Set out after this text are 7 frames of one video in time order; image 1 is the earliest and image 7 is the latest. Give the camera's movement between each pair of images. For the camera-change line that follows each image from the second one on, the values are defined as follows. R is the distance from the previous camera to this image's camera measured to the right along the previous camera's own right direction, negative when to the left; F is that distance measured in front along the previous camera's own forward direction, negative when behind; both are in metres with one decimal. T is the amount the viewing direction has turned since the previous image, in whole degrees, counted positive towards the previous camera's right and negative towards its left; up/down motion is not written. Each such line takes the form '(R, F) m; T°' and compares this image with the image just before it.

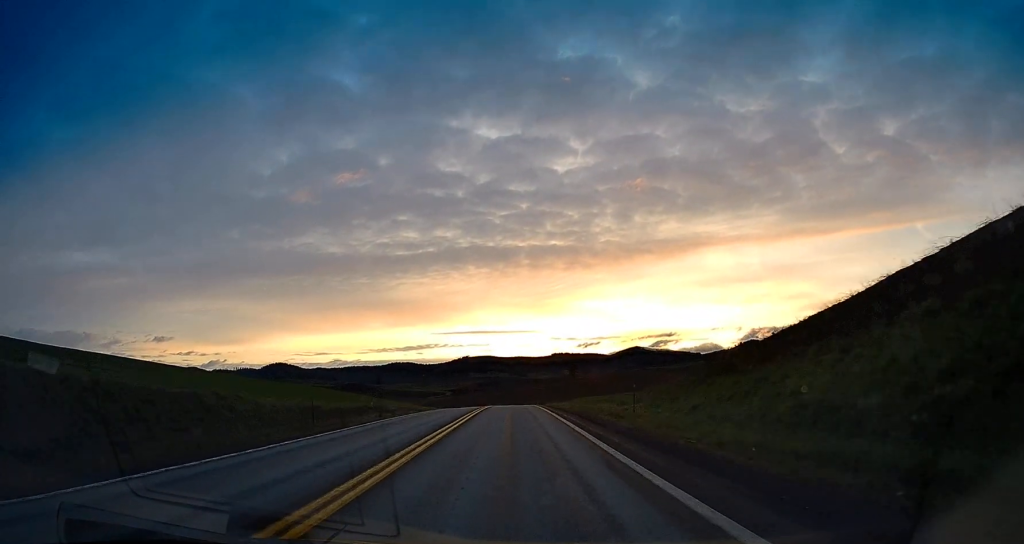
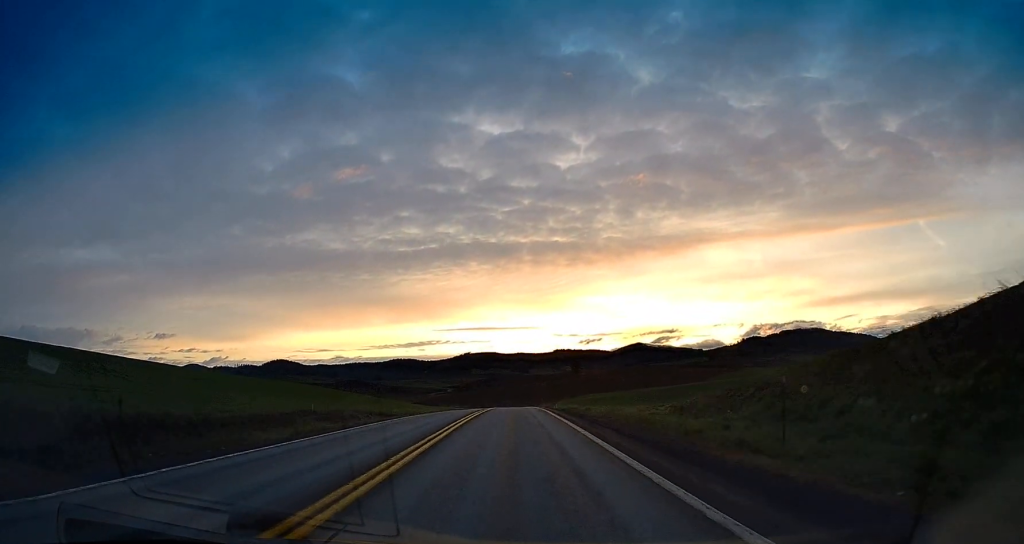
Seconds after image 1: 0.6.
(0.0, +17.1) m; 0°
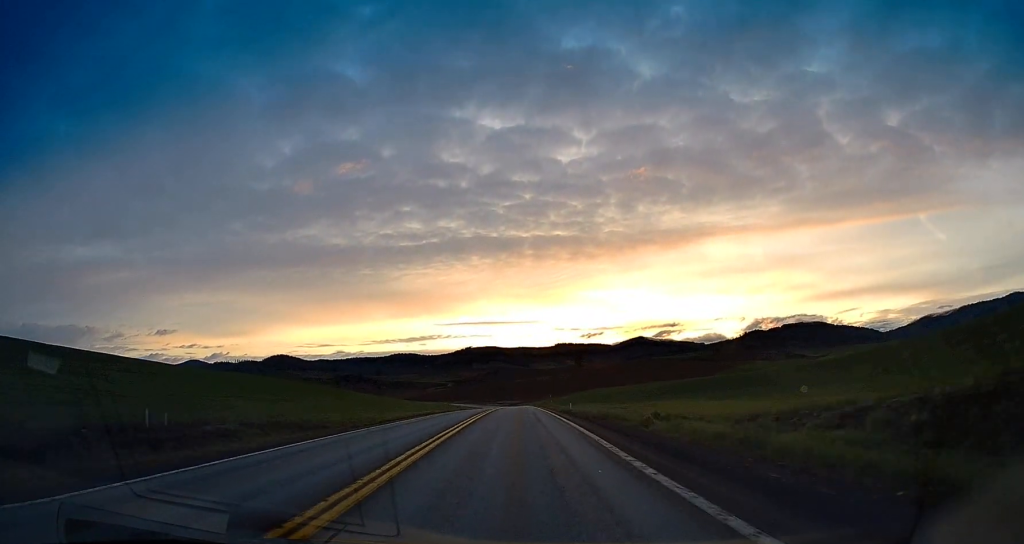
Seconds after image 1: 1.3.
(-0.2, +19.0) m; -1°
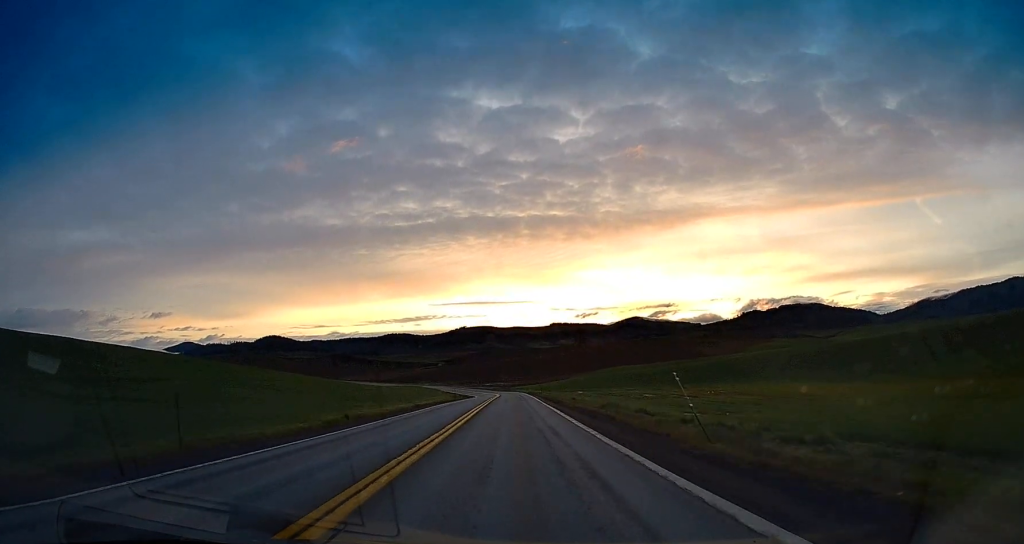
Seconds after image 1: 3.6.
(+0.1, +63.1) m; 0°
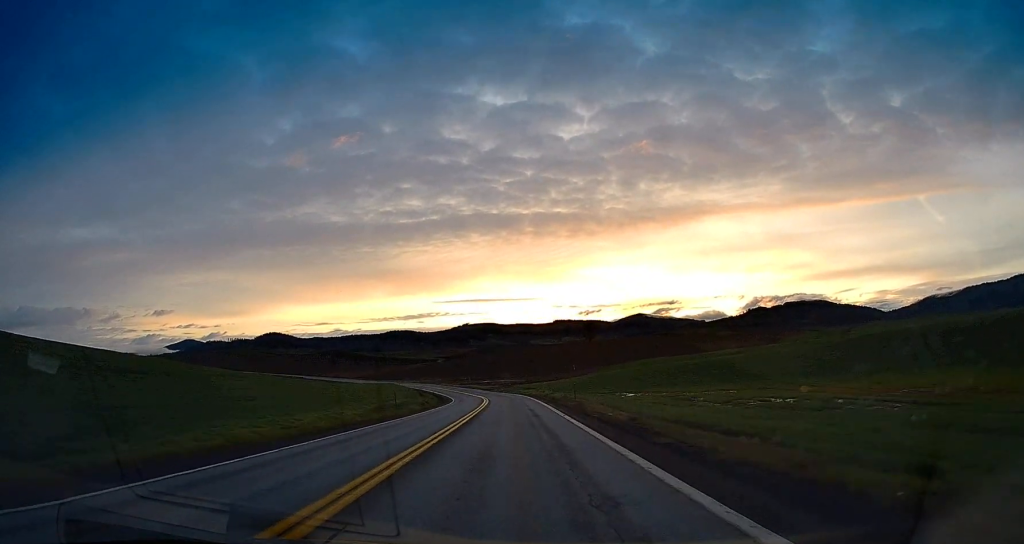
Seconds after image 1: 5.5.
(-0.4, +52.6) m; -1°
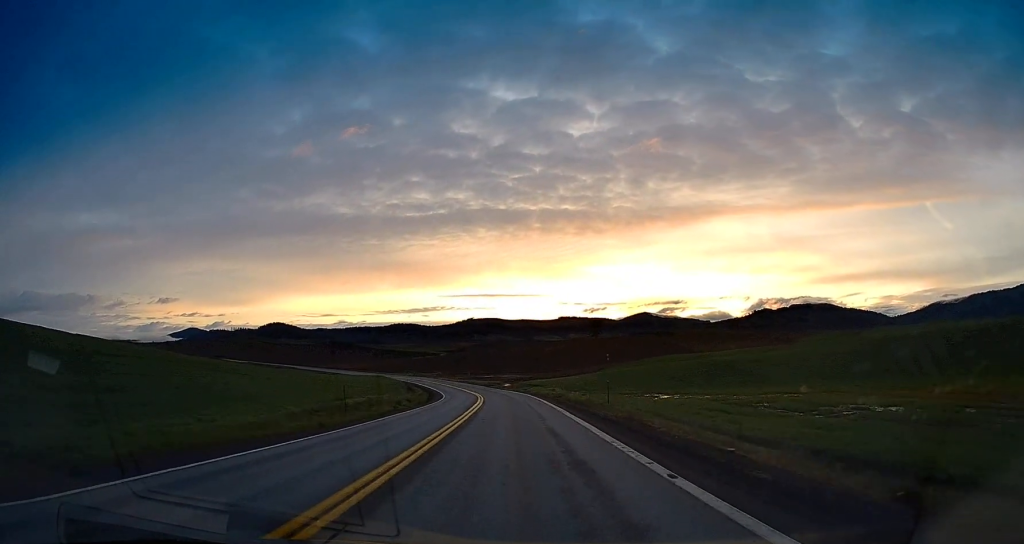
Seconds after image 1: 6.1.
(-0.4, +15.6) m; +1°
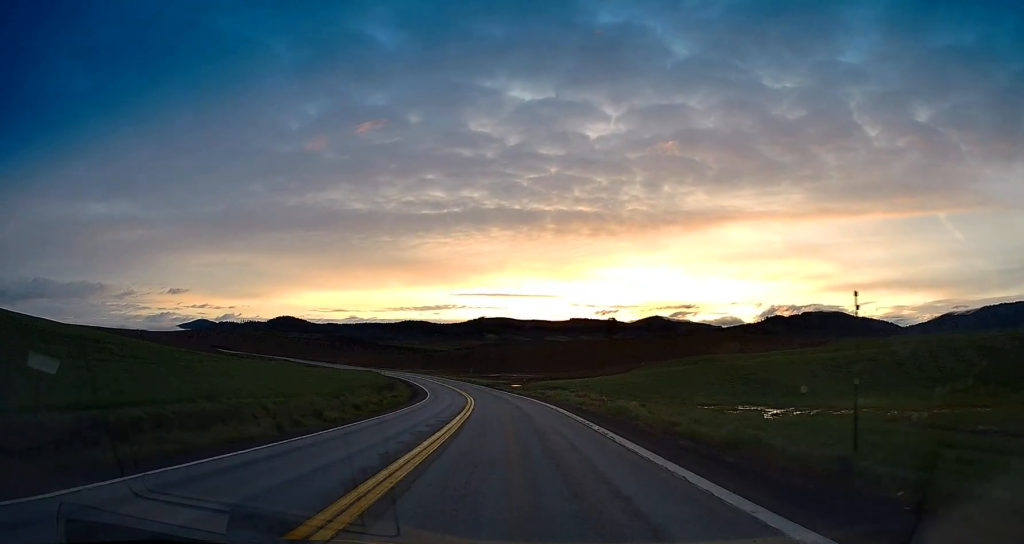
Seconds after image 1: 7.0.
(+0.6, +24.0) m; 0°
